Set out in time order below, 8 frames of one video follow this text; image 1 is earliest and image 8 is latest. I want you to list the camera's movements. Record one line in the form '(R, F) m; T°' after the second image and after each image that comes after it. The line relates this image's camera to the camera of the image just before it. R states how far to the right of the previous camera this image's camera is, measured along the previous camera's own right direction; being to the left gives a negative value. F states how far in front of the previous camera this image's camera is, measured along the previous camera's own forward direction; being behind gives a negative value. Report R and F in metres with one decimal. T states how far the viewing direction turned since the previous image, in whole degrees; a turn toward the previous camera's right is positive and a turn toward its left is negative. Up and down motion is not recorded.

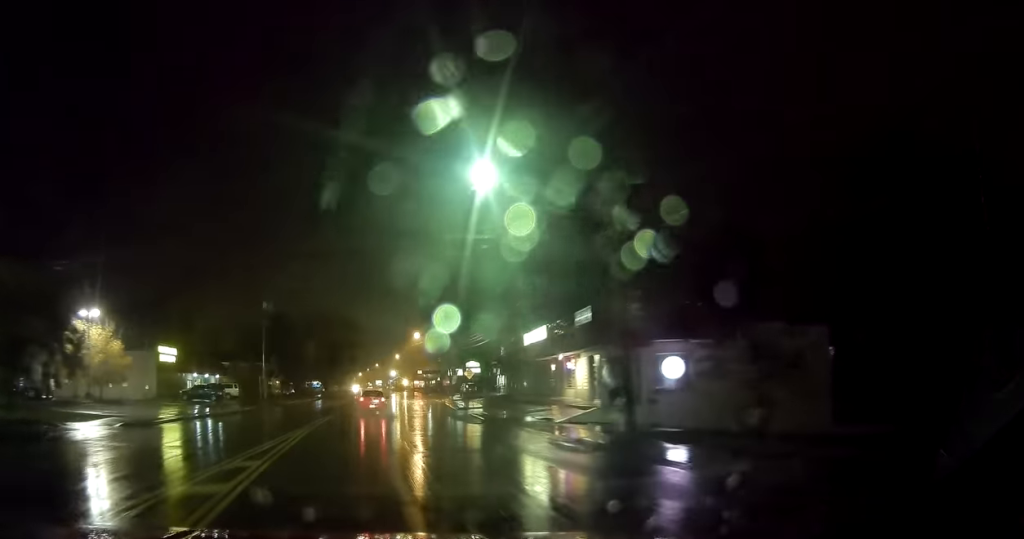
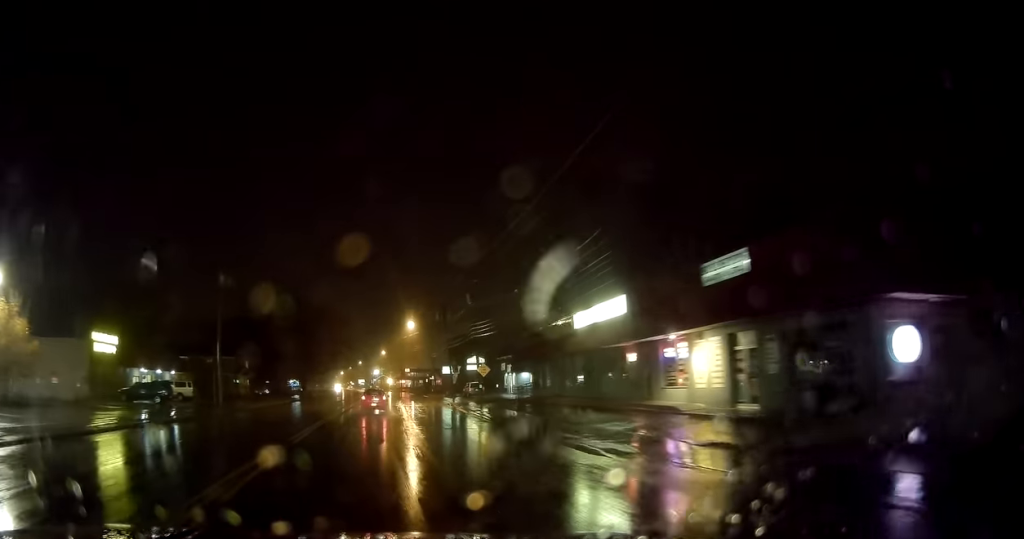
(+0.4, +15.1) m; 0°
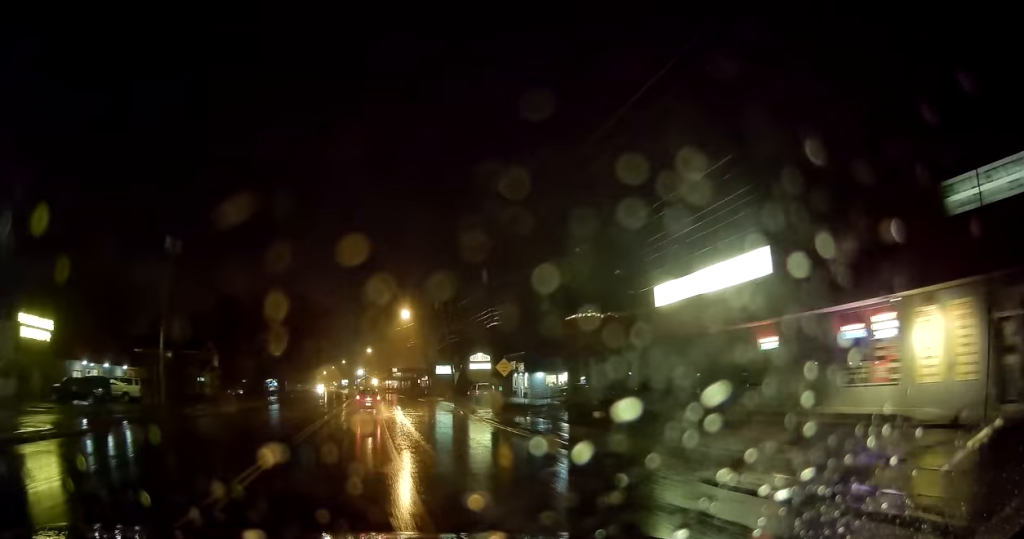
(-0.2, +12.0) m; +1°
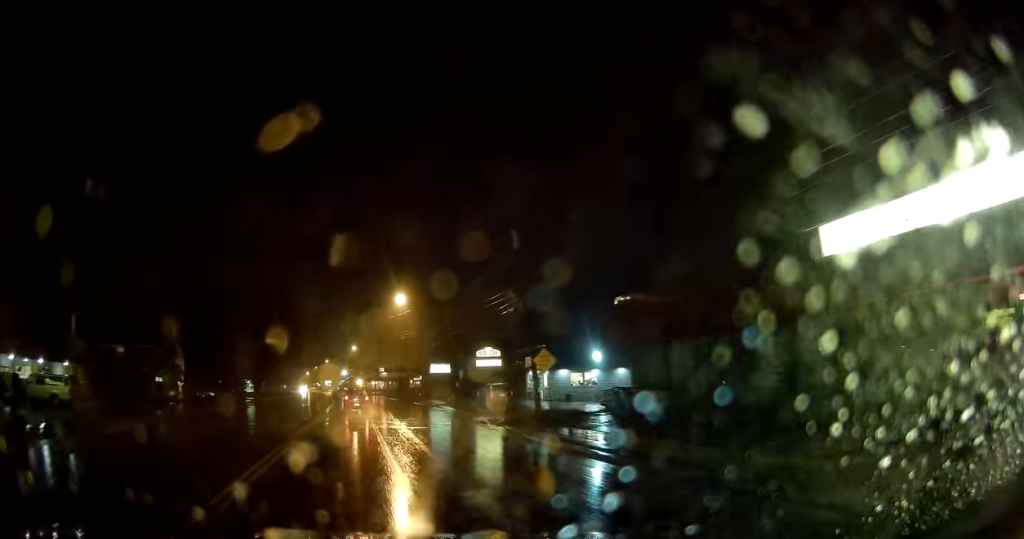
(+0.2, +11.5) m; +2°
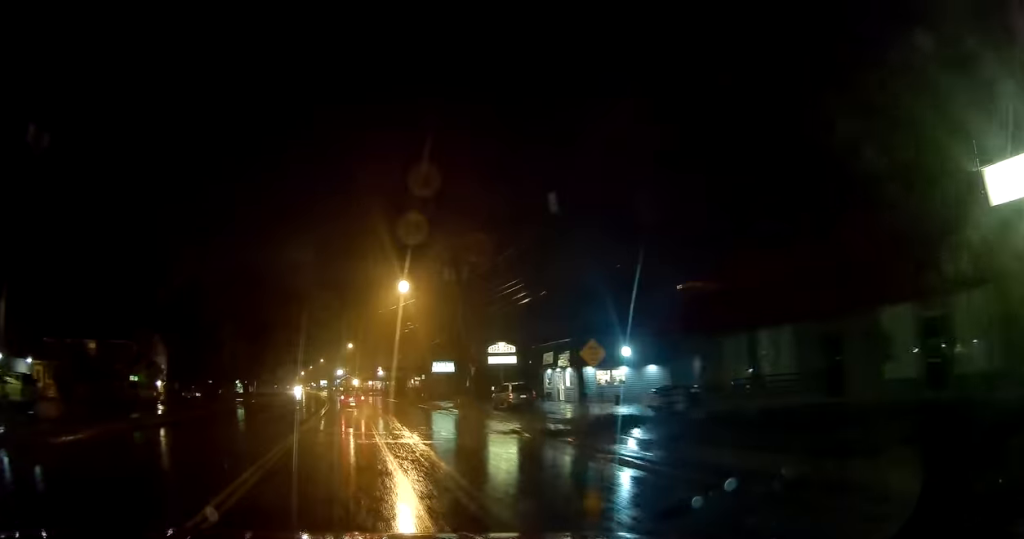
(+0.4, +6.4) m; +1°
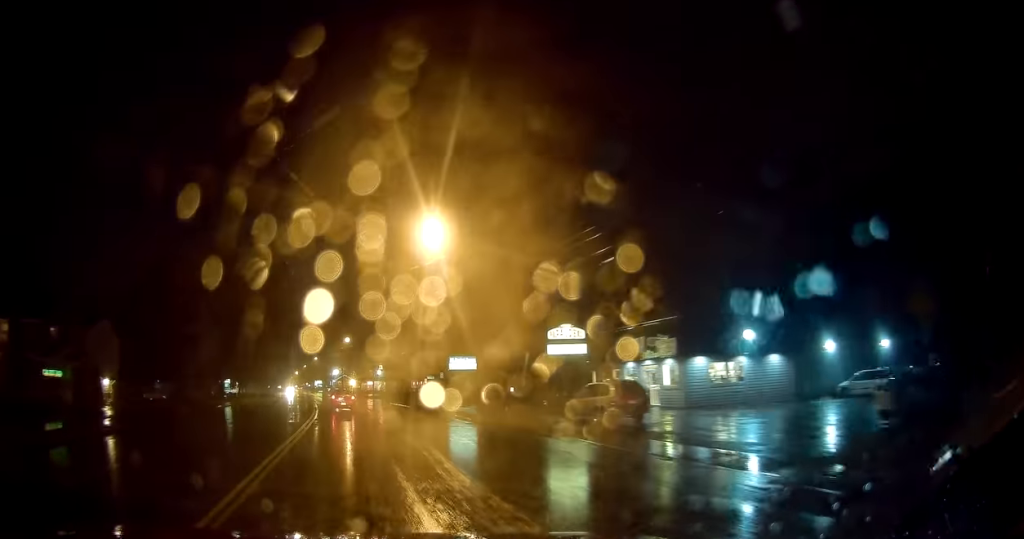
(-0.4, +15.6) m; 0°
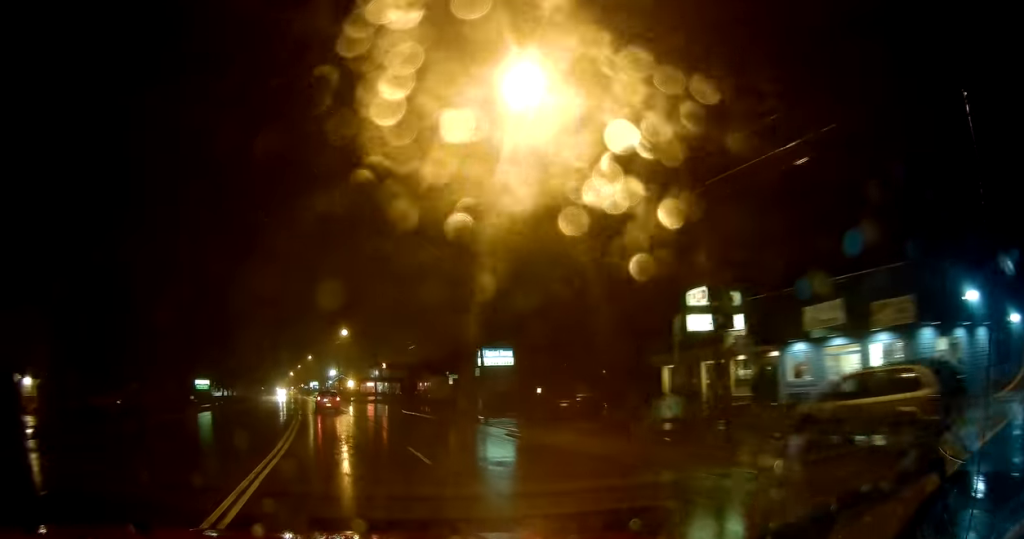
(+0.5, +15.4) m; +1°
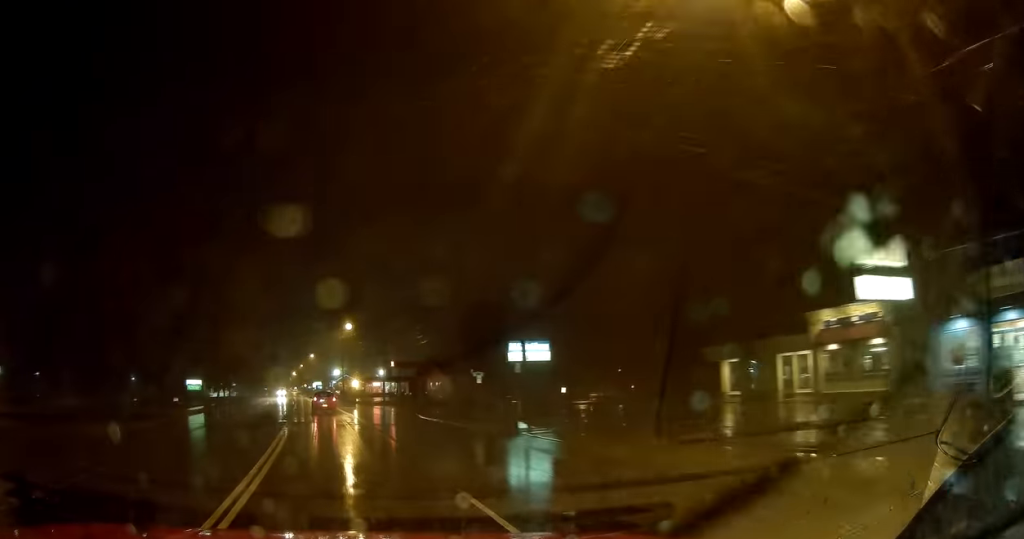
(-0.1, +8.1) m; -1°
